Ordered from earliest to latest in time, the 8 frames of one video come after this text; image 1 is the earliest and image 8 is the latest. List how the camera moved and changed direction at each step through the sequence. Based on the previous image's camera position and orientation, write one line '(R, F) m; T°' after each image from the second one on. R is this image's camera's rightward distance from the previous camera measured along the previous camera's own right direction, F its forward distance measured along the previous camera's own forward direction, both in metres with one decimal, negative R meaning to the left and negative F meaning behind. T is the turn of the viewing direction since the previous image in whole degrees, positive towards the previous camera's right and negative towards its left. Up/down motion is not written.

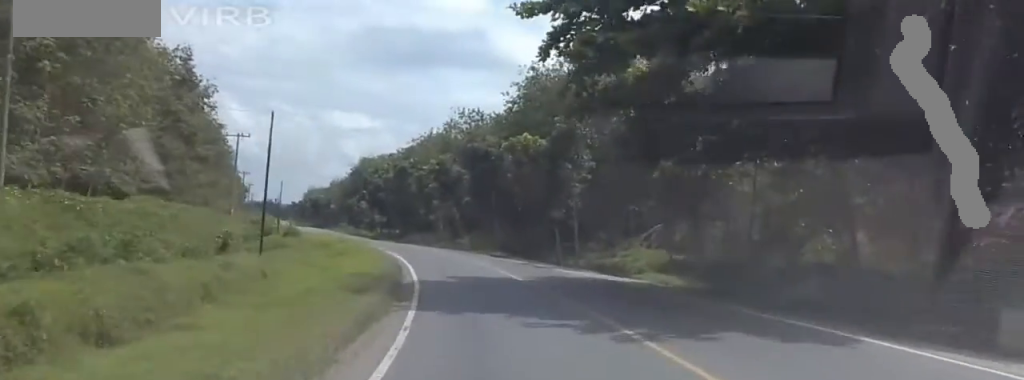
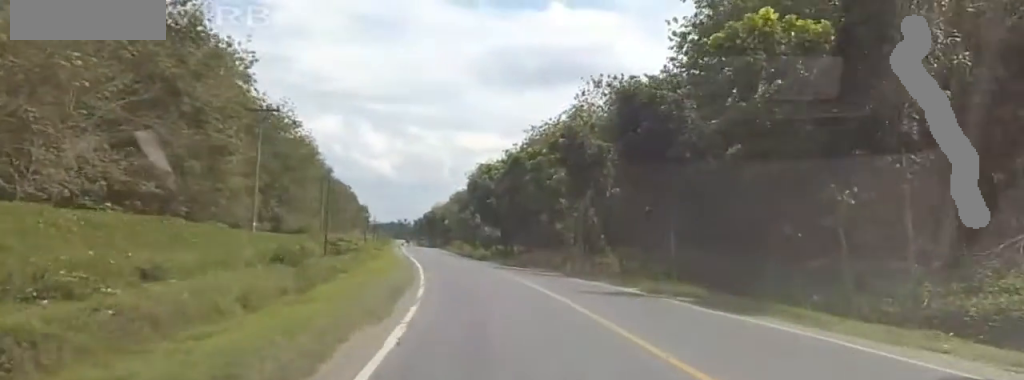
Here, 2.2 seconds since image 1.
(+0.3, +35.6) m; +1°
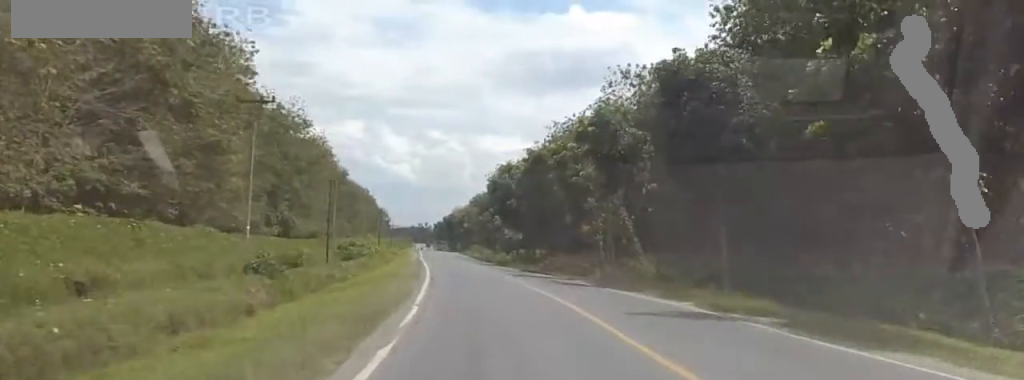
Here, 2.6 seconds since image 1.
(-0.2, +6.5) m; 0°
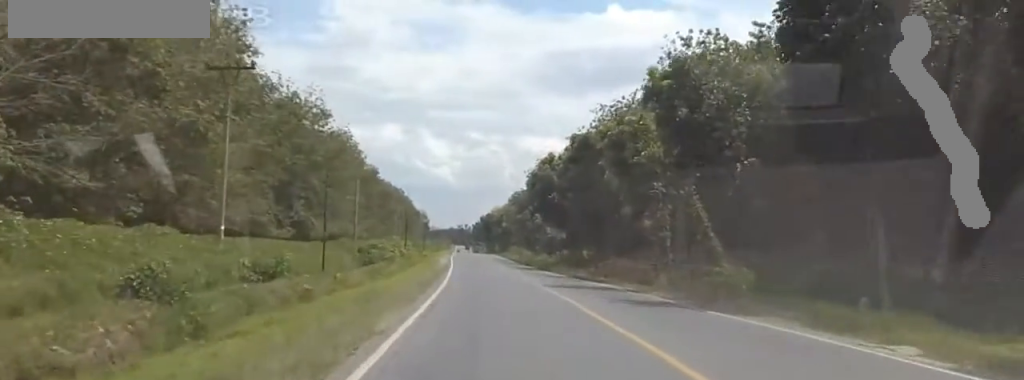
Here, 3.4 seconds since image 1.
(+0.3, +12.2) m; 0°
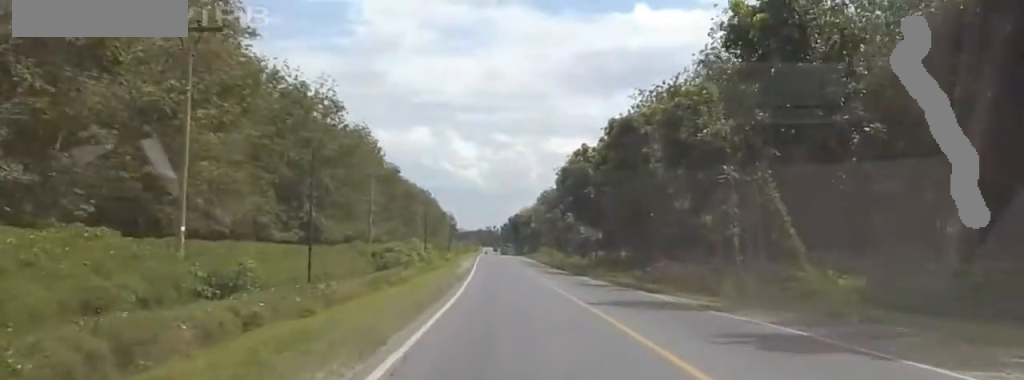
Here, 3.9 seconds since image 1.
(0.0, +9.1) m; +1°
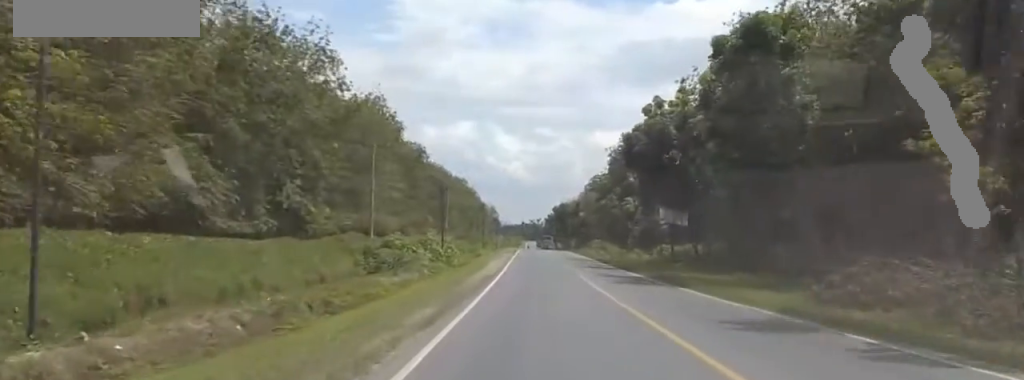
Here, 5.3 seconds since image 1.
(+0.6, +22.8) m; +3°
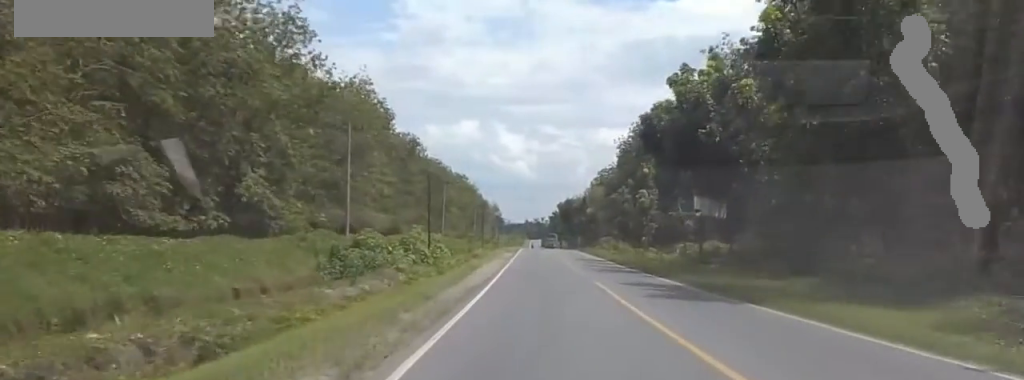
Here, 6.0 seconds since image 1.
(+0.1, +10.4) m; -1°
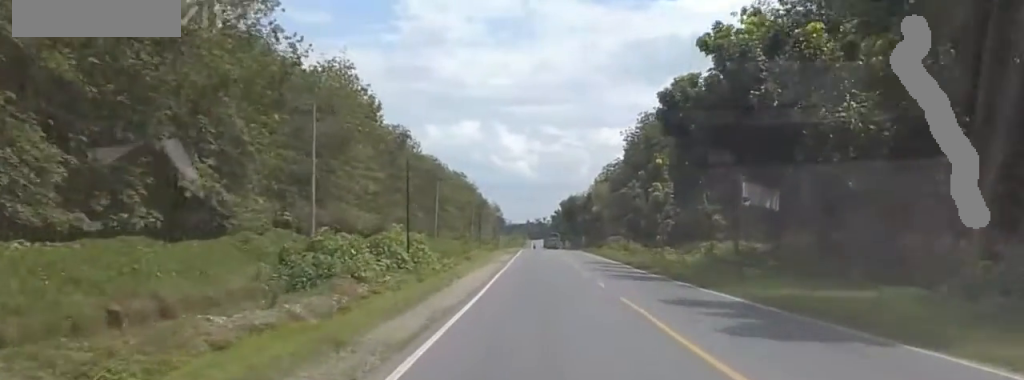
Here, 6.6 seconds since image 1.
(-0.4, +9.7) m; -2°
